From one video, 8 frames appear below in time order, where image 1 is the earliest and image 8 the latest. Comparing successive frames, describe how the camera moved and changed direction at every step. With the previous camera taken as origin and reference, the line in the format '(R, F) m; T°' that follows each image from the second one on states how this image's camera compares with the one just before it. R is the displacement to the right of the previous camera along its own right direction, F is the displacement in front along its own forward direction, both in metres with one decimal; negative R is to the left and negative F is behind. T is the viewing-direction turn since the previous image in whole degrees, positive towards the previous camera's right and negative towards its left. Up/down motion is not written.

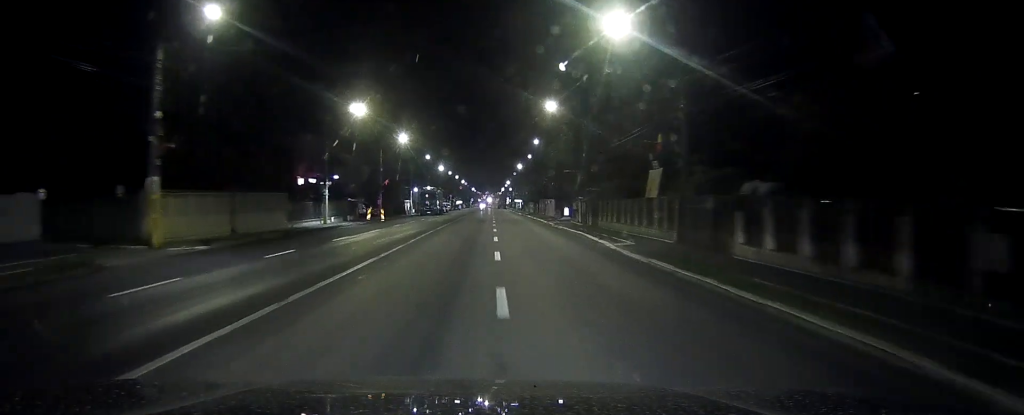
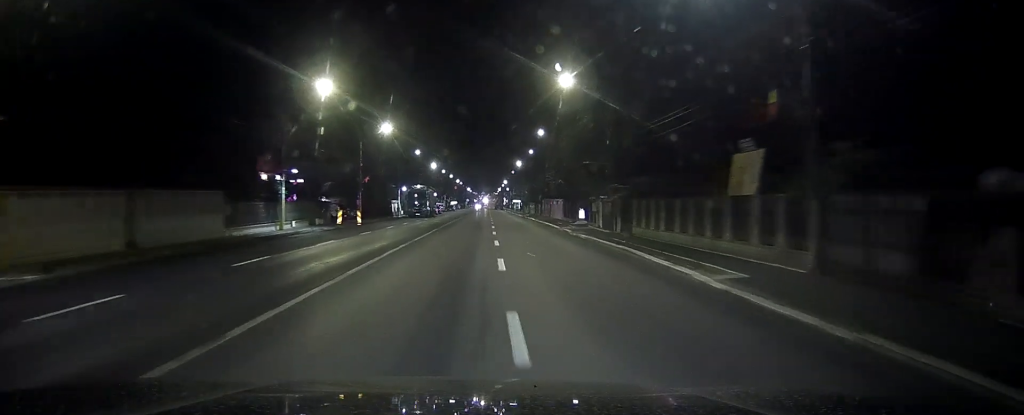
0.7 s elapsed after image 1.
(0.0, +11.6) m; 0°
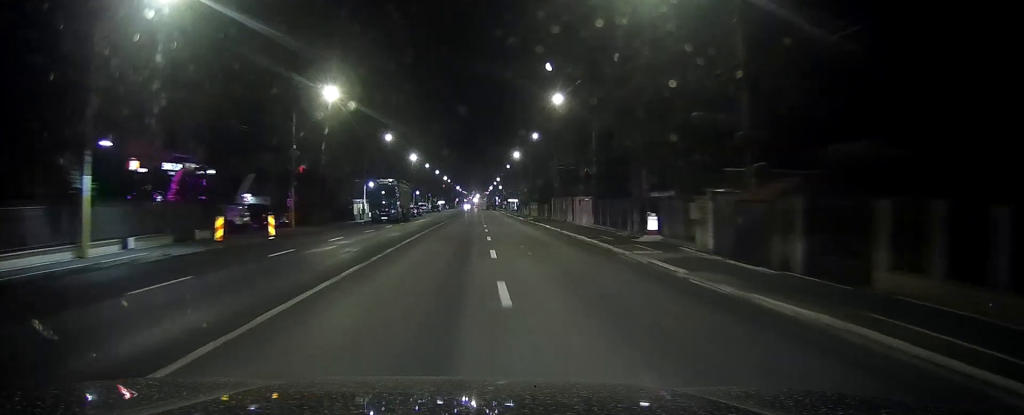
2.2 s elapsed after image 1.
(+0.2, +23.1) m; +1°
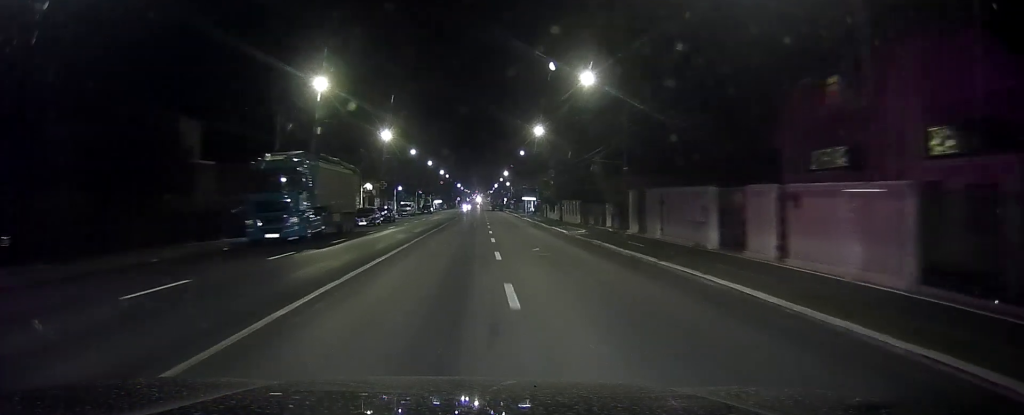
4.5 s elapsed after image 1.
(-0.3, +36.1) m; -1°
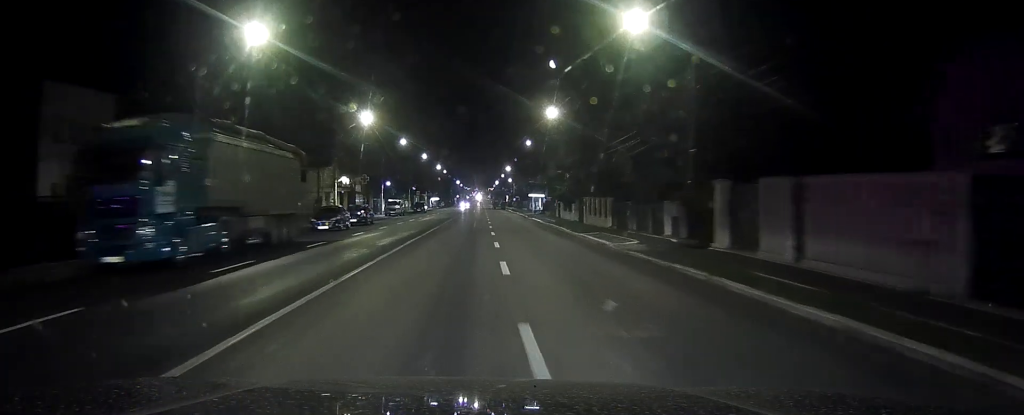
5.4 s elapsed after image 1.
(0.0, +13.5) m; 0°
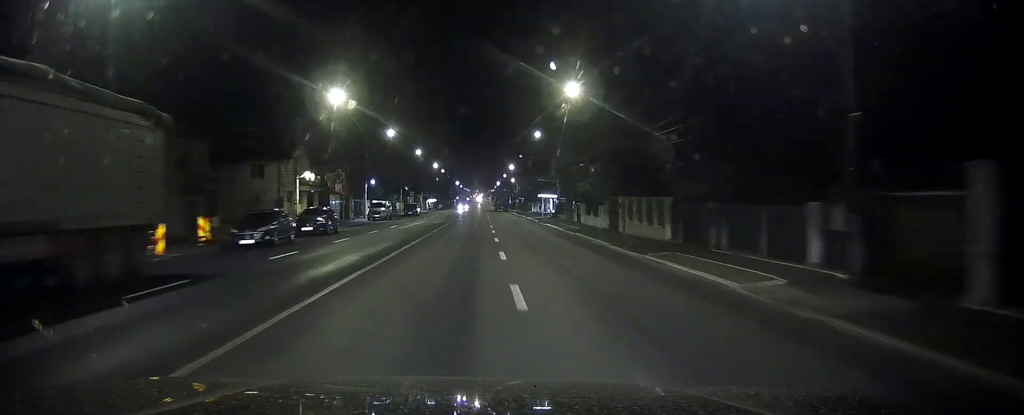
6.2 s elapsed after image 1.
(+0.1, +13.3) m; 0°
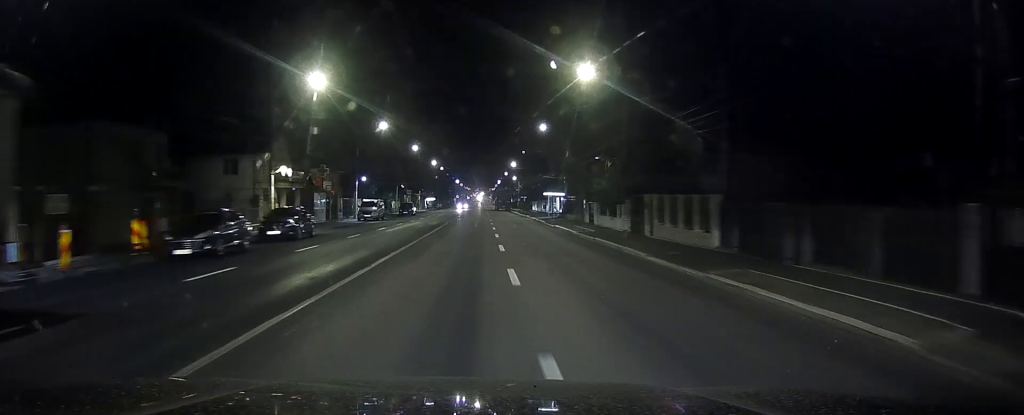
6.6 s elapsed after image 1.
(+0.1, +6.1) m; 0°
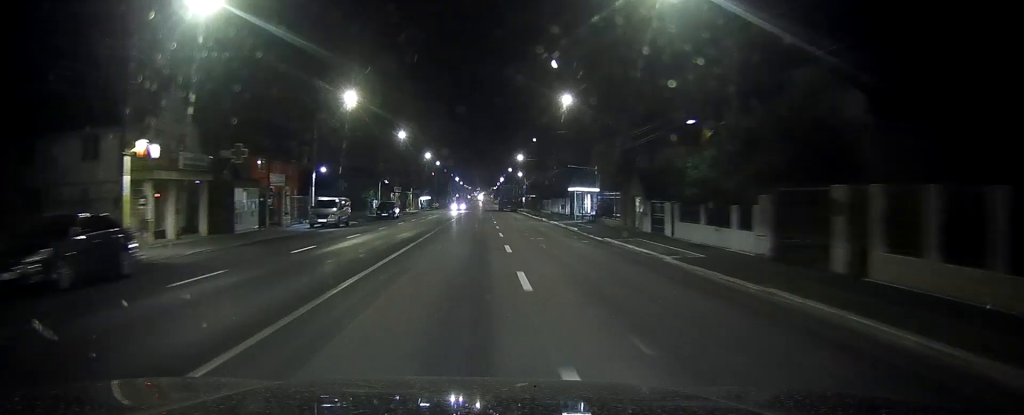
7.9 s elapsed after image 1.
(-0.2, +18.7) m; 0°
